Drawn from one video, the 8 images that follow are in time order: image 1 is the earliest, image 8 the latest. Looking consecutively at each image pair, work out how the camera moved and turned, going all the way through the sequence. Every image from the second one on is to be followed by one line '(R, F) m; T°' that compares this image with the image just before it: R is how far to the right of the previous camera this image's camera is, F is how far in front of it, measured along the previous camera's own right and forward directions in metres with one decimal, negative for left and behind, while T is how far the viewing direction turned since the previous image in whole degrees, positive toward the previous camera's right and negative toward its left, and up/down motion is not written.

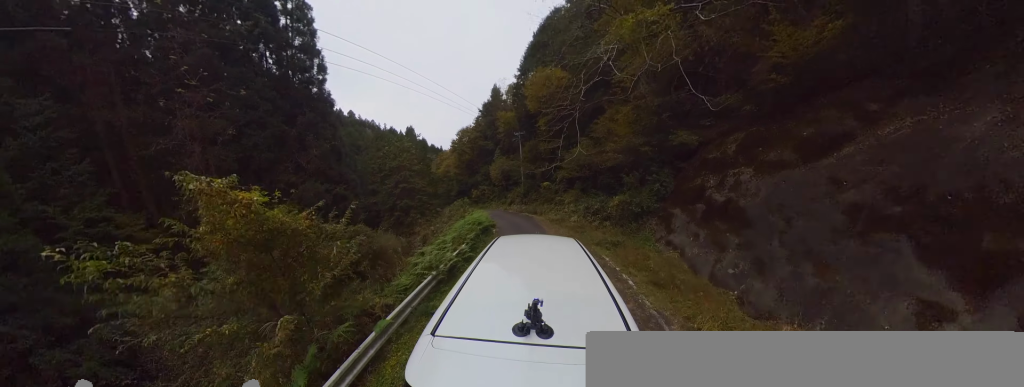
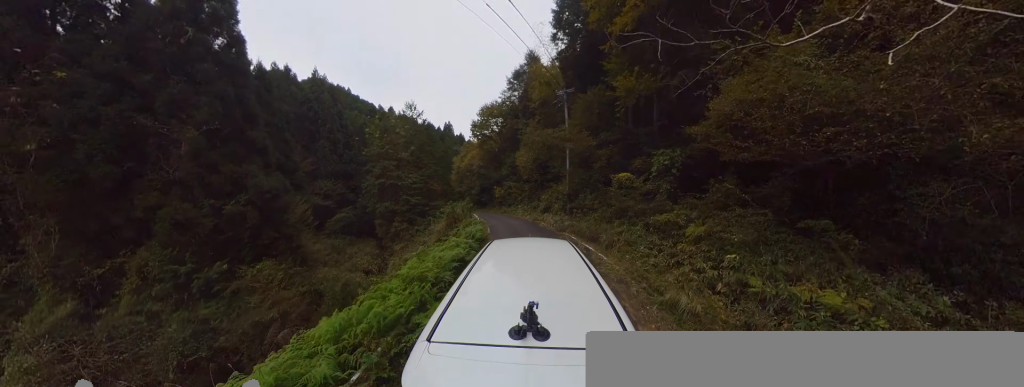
(-1.8, +11.8) m; -12°
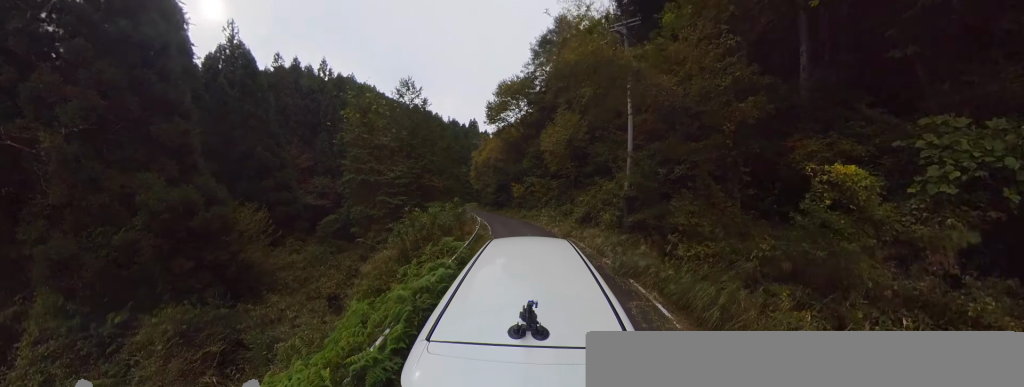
(+0.1, +7.8) m; -12°
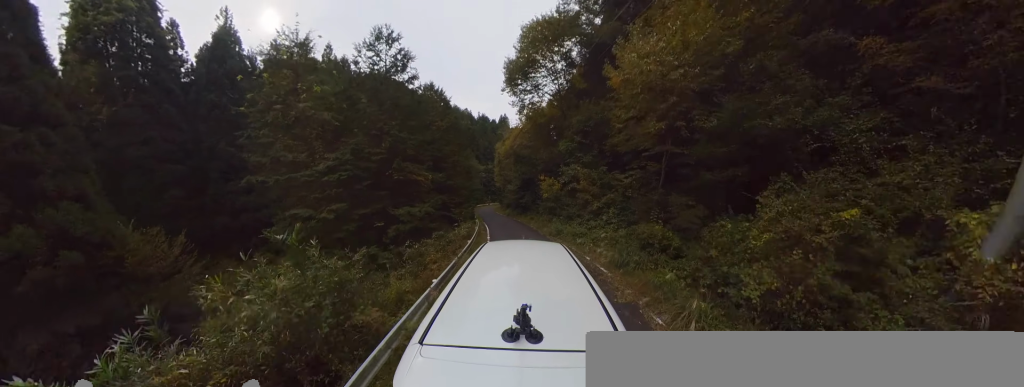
(-1.9, +9.2) m; -18°
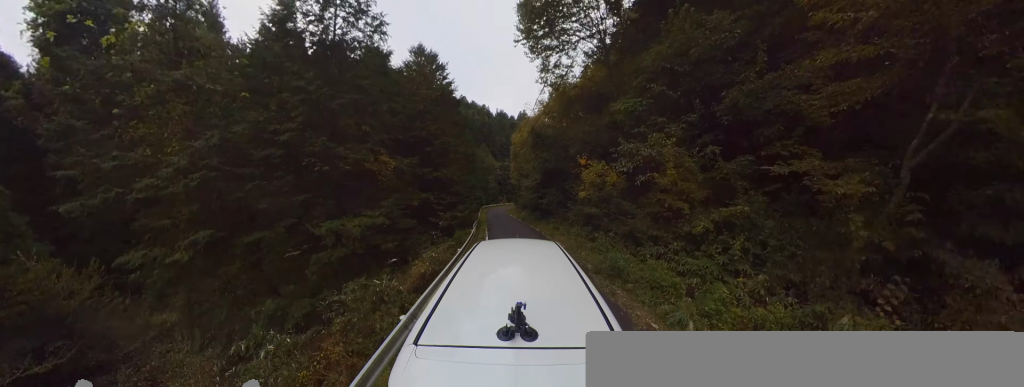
(-0.8, +6.9) m; -9°
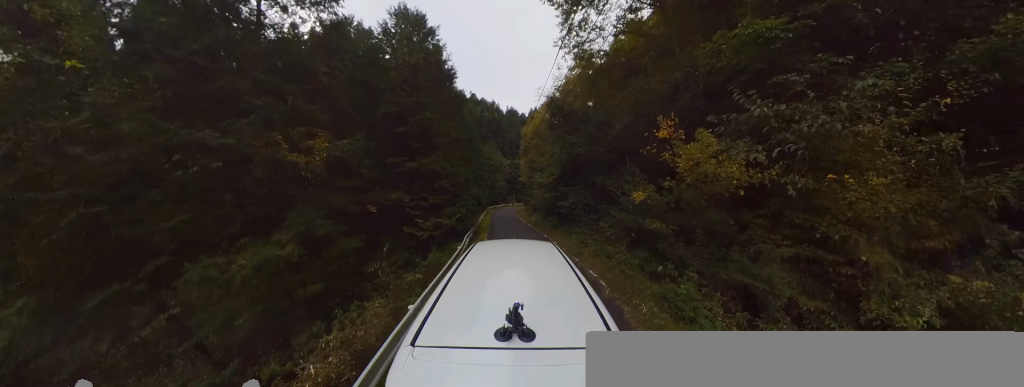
(-0.1, +4.2) m; -3°
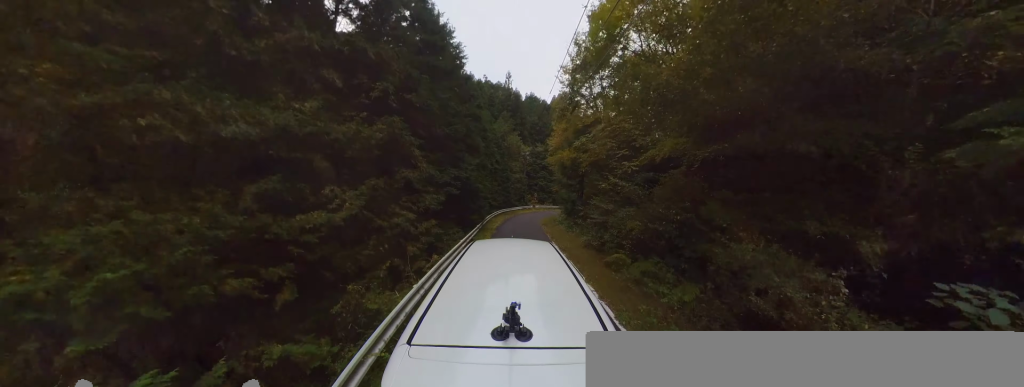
(+0.4, +14.8) m; +3°
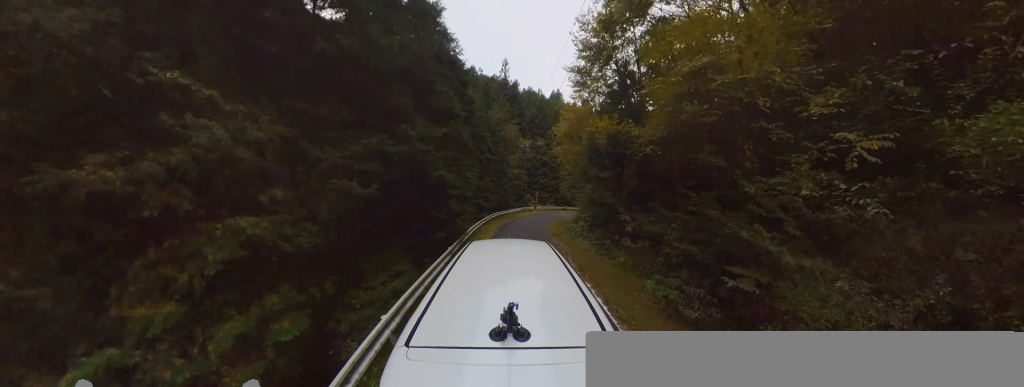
(+0.1, +4.4) m; 0°
